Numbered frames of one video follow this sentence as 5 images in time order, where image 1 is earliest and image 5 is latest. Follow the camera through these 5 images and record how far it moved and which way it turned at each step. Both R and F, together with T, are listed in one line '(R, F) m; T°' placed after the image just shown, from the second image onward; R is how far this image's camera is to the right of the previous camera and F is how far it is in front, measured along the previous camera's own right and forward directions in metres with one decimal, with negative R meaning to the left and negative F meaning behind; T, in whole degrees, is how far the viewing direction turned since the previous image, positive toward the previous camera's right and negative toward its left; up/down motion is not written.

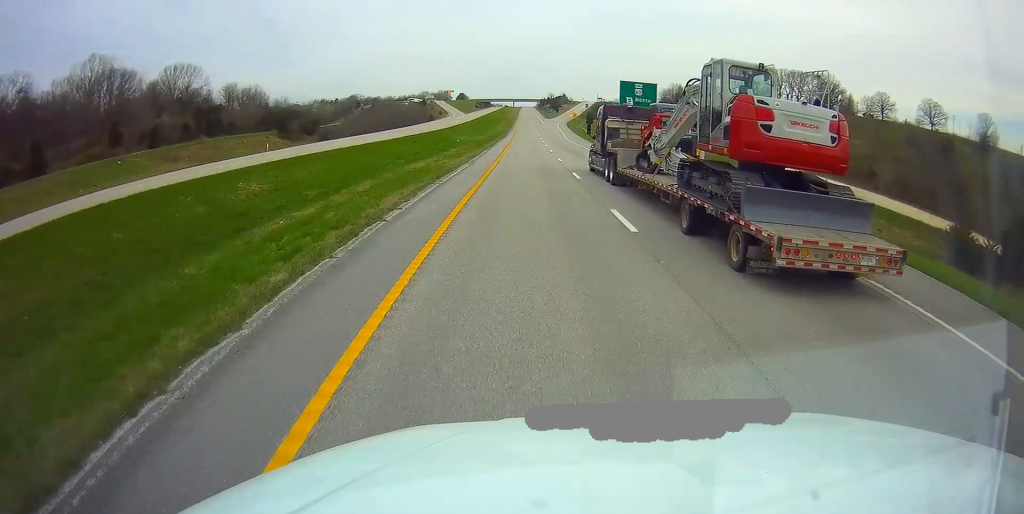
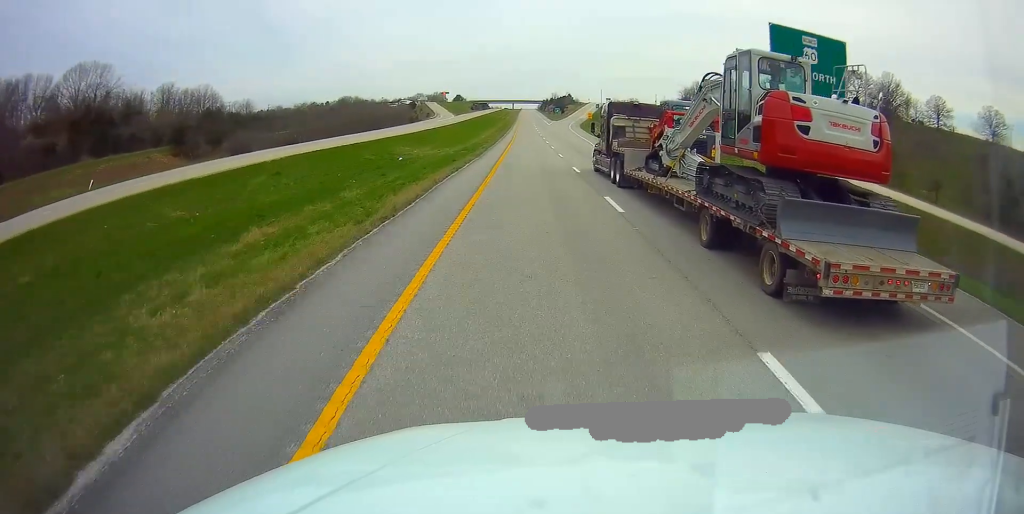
(-0.1, +46.5) m; 0°
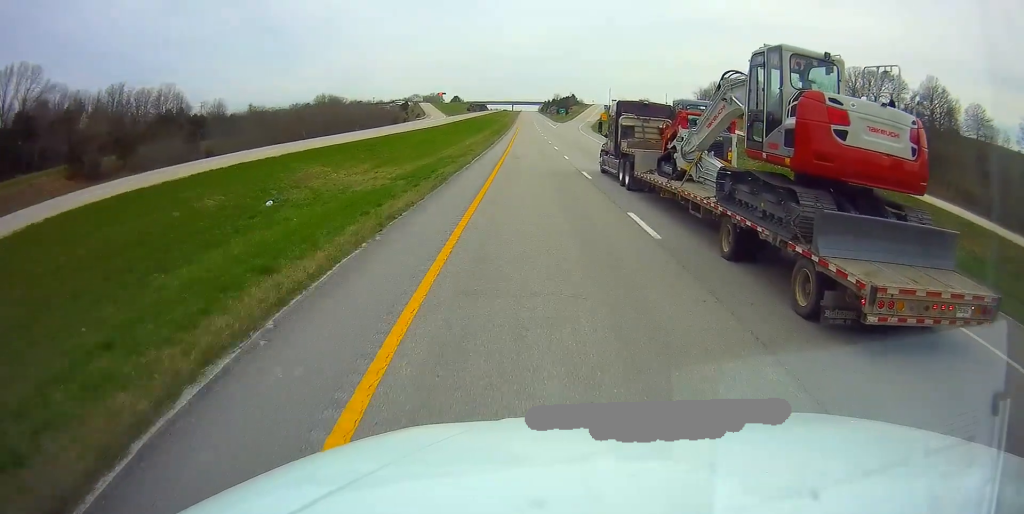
(+0.2, +27.7) m; 0°
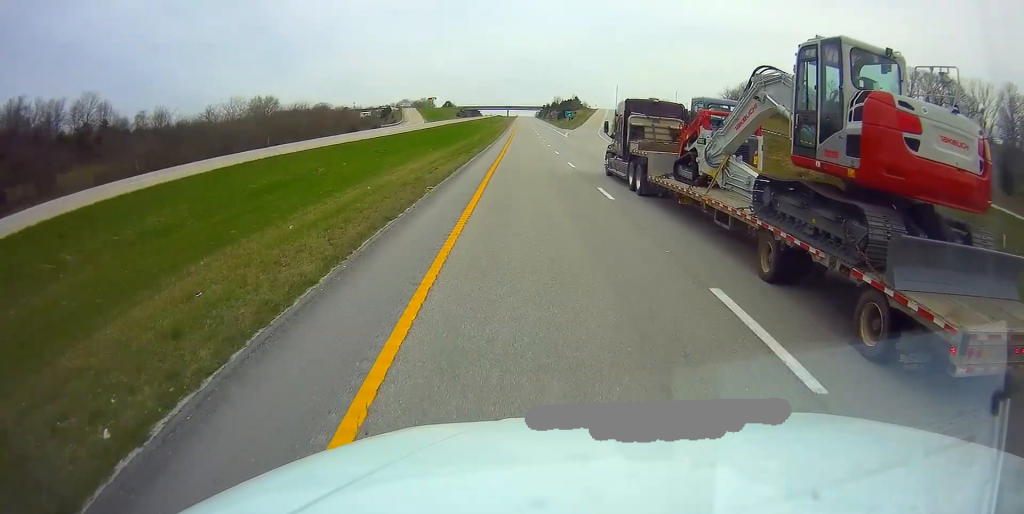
(0.0, +42.9) m; 0°
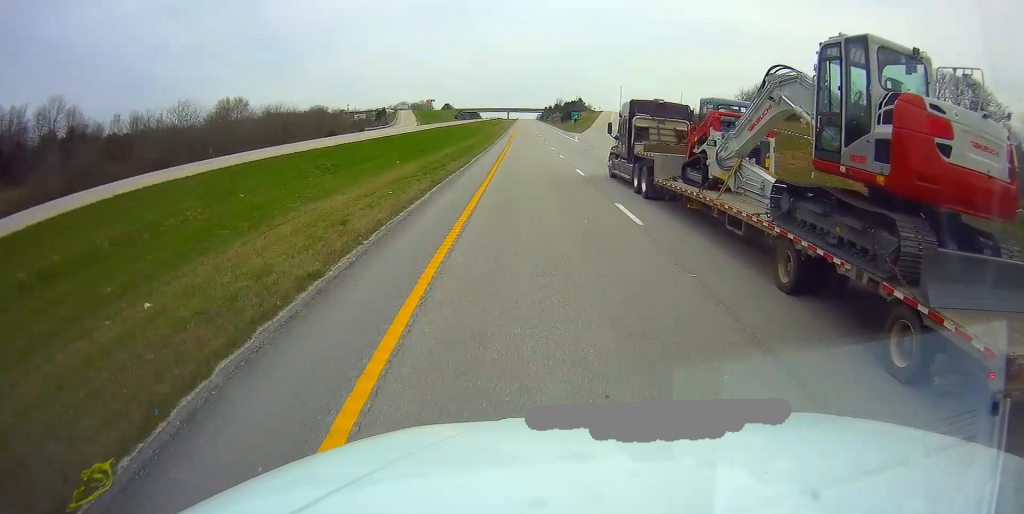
(+0.1, +16.2) m; 0°
